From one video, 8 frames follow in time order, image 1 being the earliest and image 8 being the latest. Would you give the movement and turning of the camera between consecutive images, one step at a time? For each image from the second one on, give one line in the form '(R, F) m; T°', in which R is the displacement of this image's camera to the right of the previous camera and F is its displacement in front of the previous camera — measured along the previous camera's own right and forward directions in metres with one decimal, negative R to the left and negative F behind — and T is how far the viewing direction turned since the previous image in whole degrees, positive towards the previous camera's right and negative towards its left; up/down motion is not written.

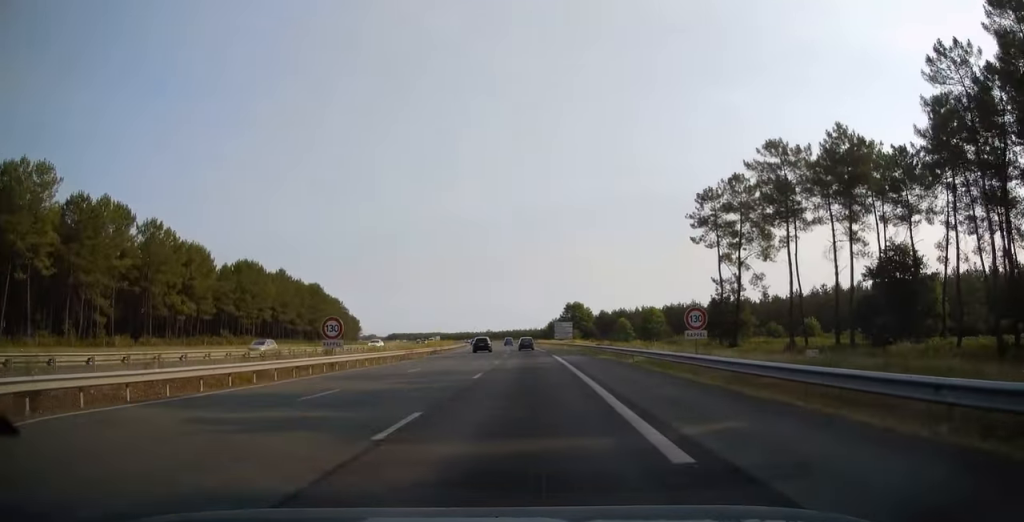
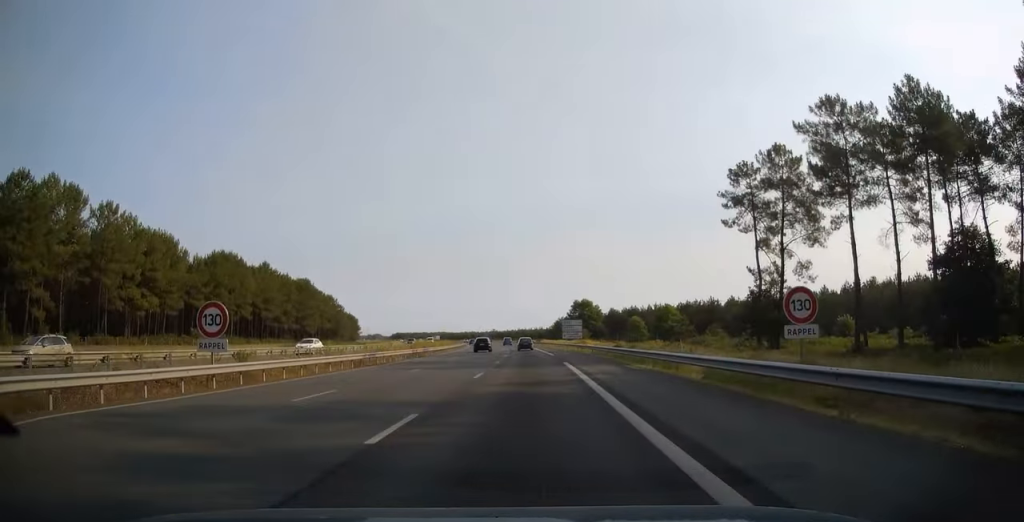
(-0.1, +13.3) m; -1°
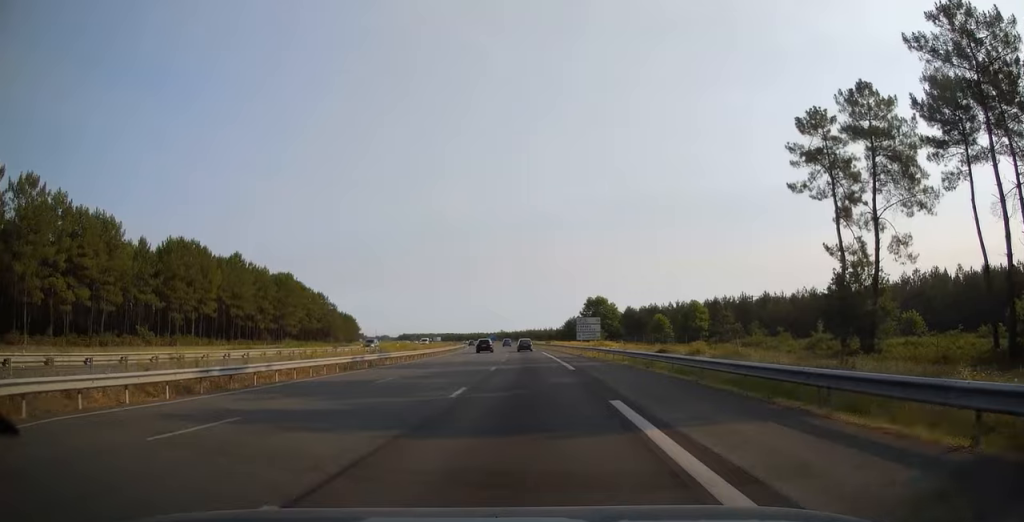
(0.0, +19.2) m; -1°
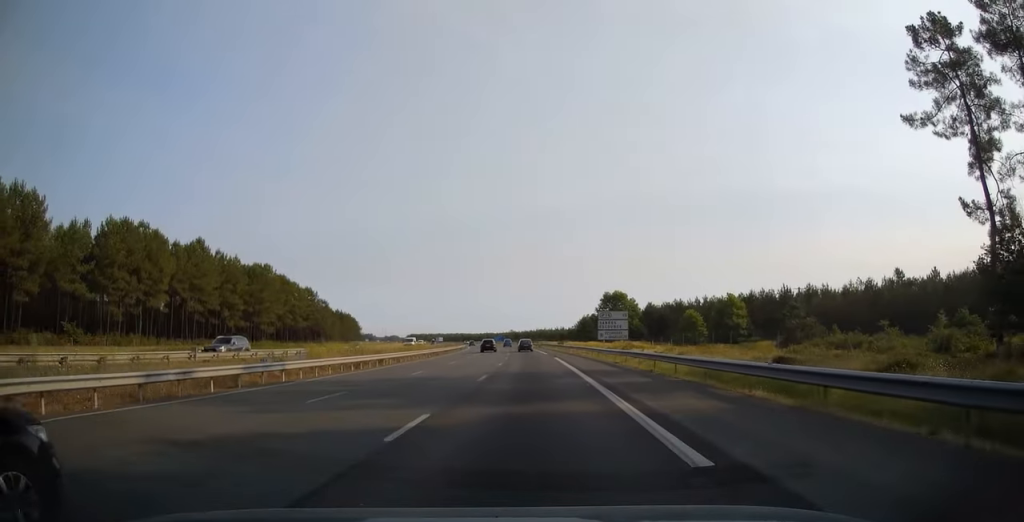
(-0.3, +19.6) m; -1°
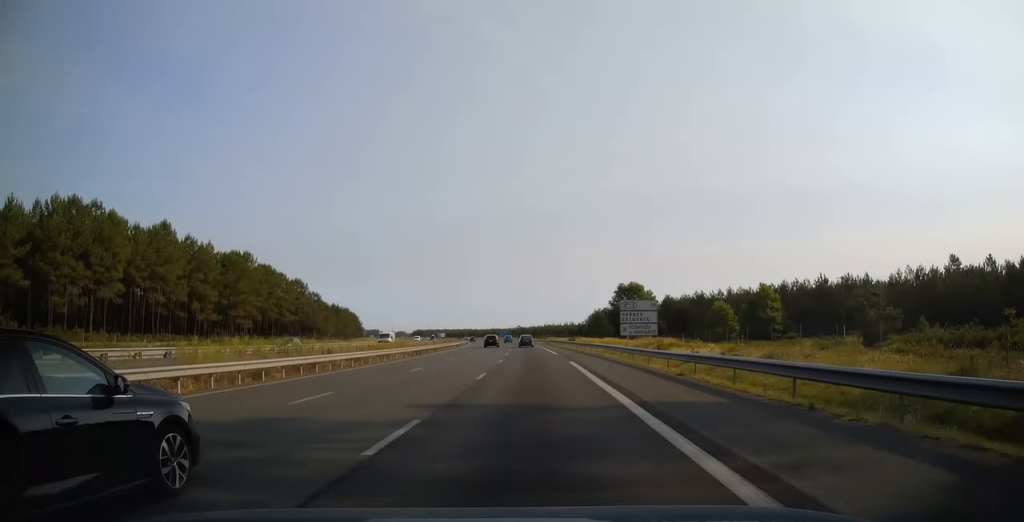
(-0.1, +14.3) m; -1°
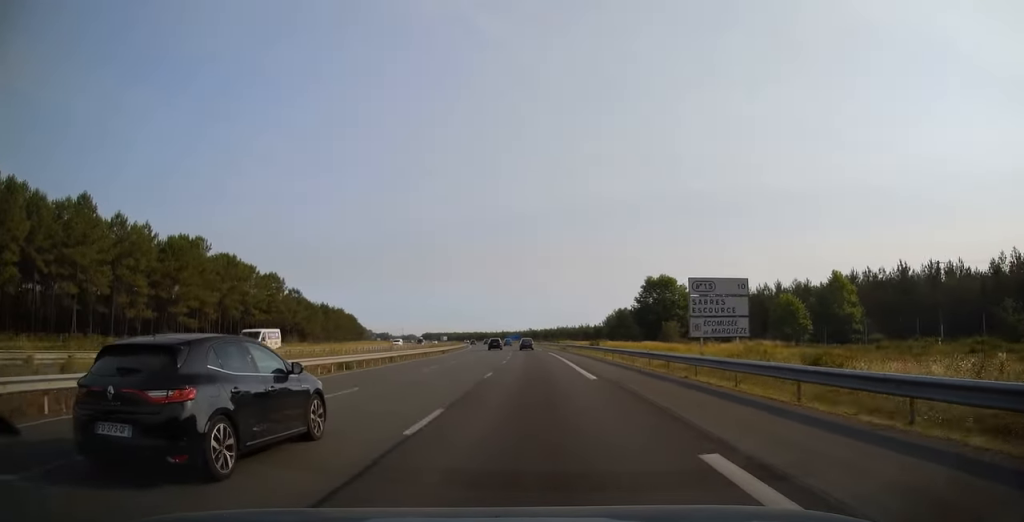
(-0.2, +24.0) m; -1°
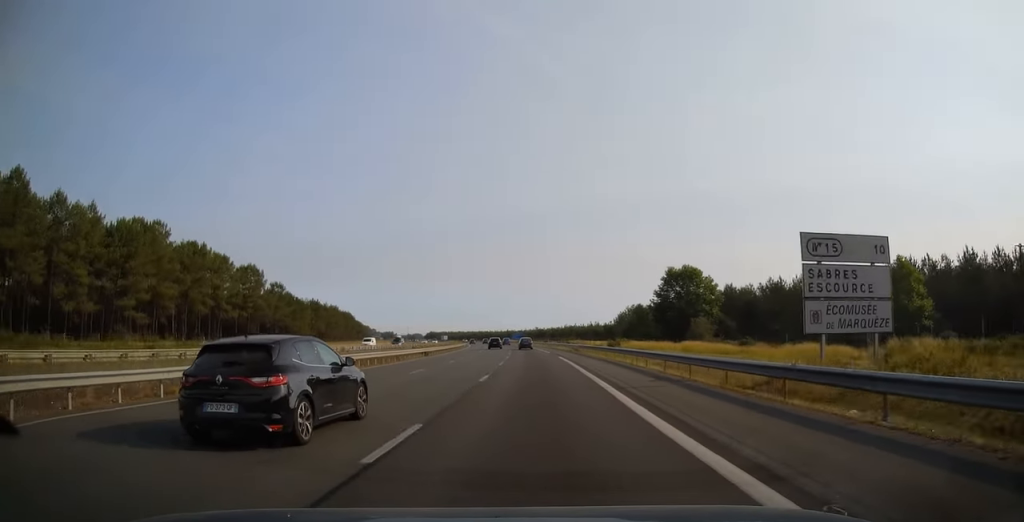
(-0.2, +15.2) m; -1°
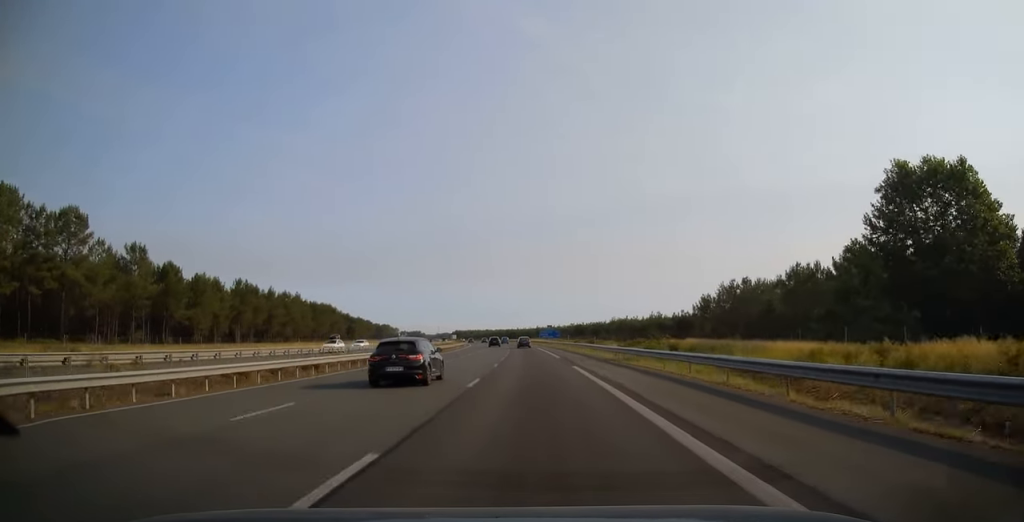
(-2.0, +67.9) m; -3°
